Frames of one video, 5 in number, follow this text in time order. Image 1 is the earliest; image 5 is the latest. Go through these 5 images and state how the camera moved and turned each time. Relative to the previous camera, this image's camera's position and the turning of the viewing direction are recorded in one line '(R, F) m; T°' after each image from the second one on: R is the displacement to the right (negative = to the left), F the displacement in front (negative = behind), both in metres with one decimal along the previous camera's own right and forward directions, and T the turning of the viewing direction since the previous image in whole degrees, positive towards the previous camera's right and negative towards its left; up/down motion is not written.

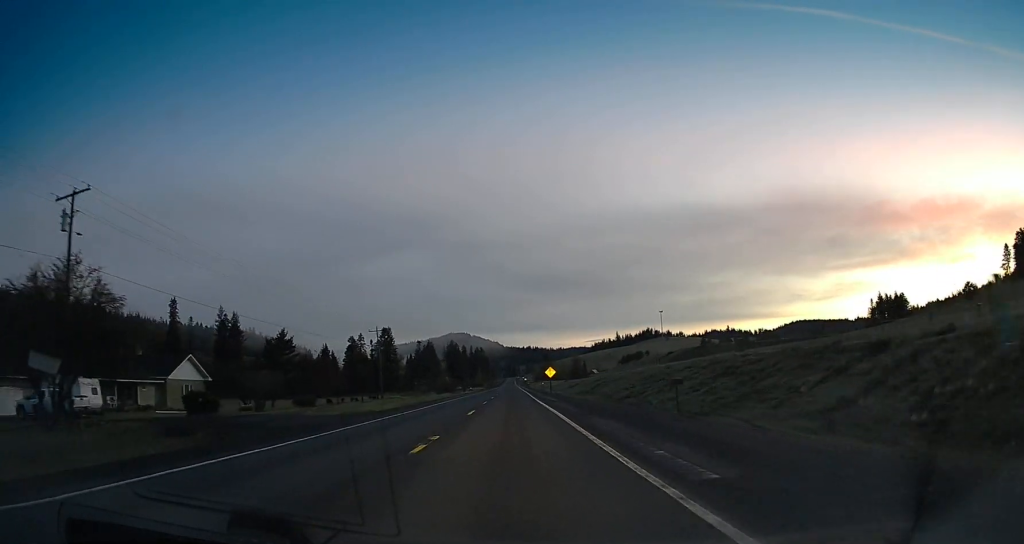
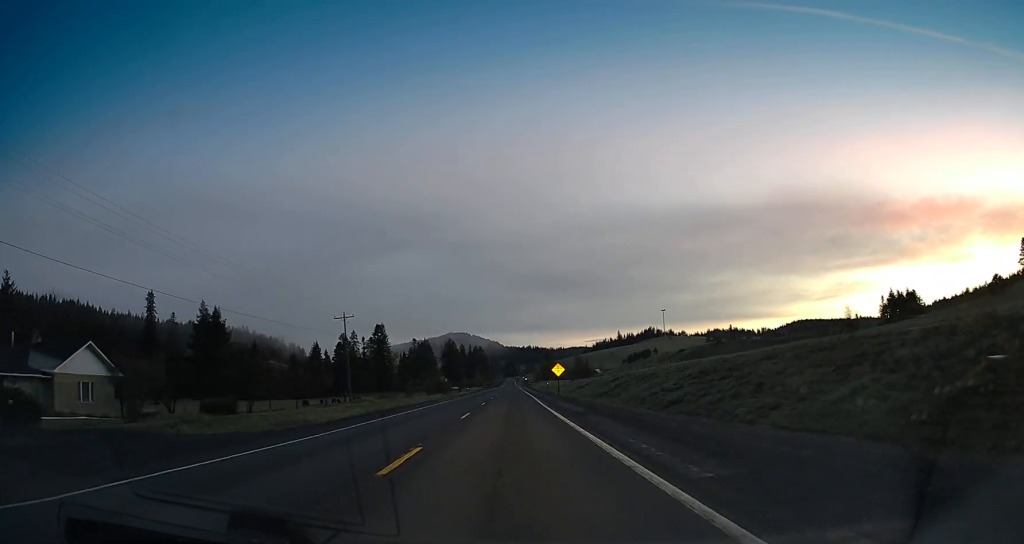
(-0.1, +17.9) m; +1°
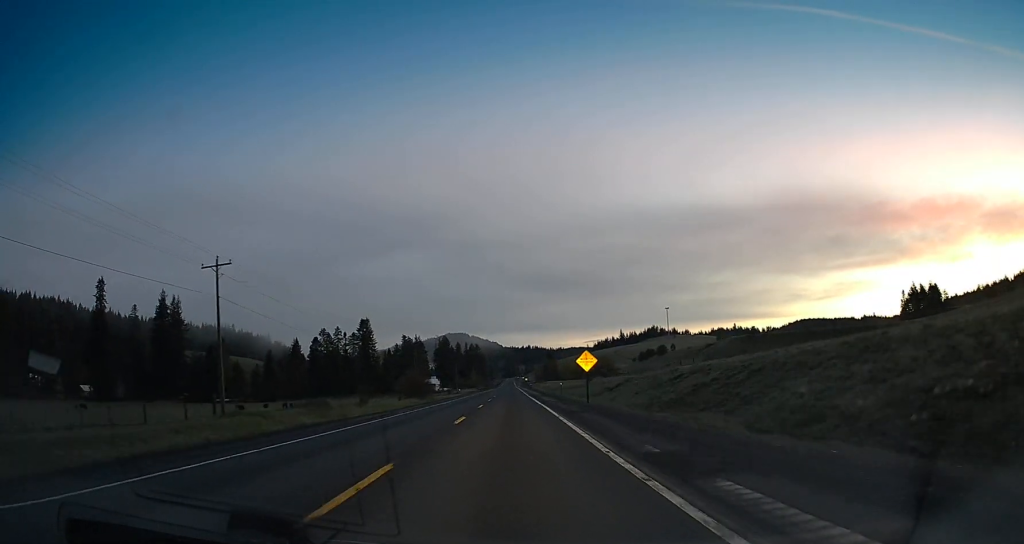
(+0.4, +33.1) m; 0°
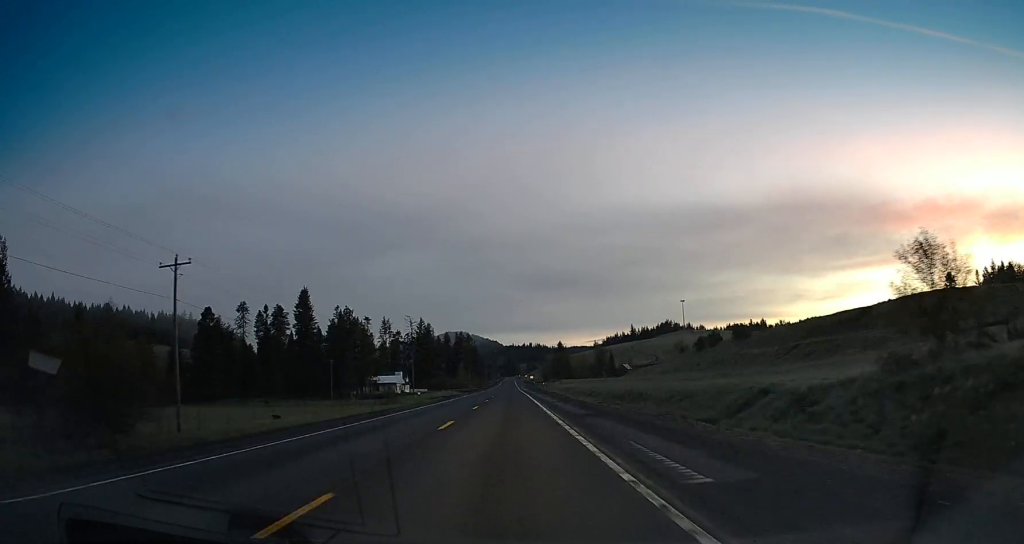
(-0.3, +92.9) m; 0°
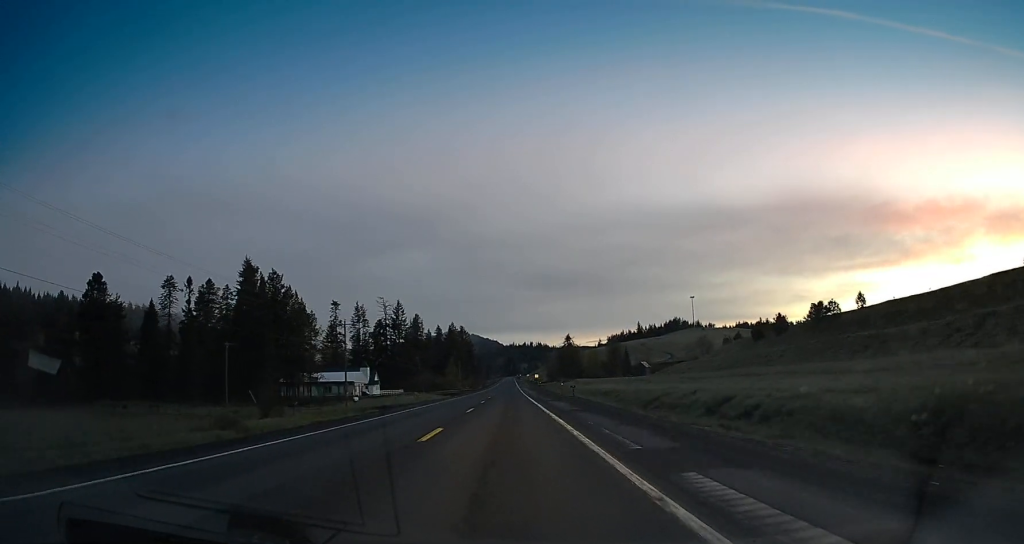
(-0.8, +49.1) m; -1°
